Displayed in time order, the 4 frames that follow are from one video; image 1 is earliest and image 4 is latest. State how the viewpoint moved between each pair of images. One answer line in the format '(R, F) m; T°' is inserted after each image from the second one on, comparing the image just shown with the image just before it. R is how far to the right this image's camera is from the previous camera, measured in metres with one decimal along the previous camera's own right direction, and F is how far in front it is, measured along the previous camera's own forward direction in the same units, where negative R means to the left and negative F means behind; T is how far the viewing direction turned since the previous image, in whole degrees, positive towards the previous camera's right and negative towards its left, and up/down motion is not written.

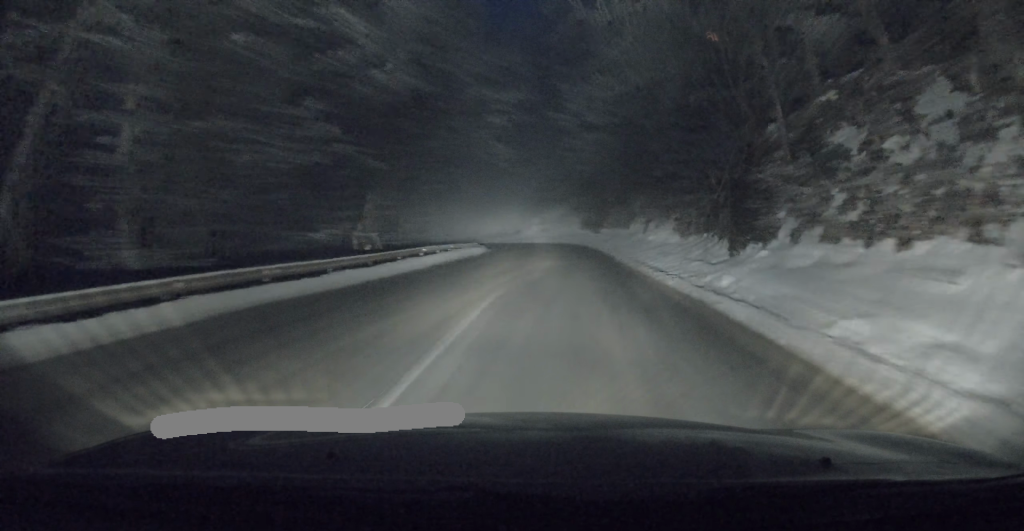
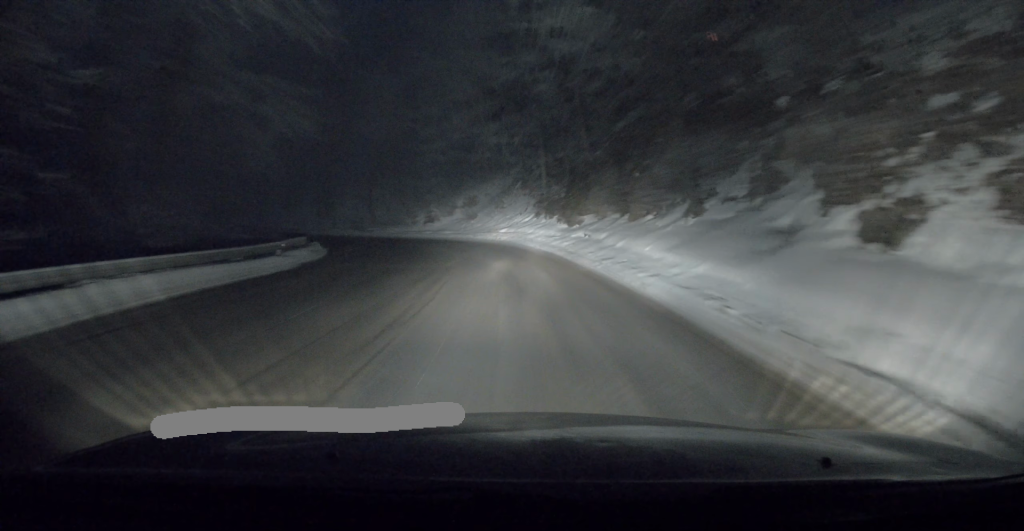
(+2.4, +28.3) m; +5°
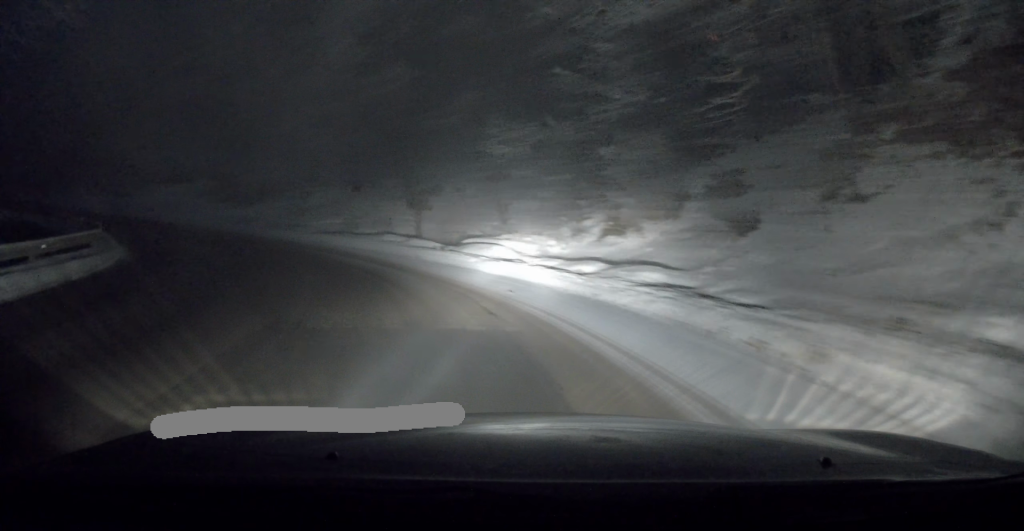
(-2.5, +28.3) m; -18°
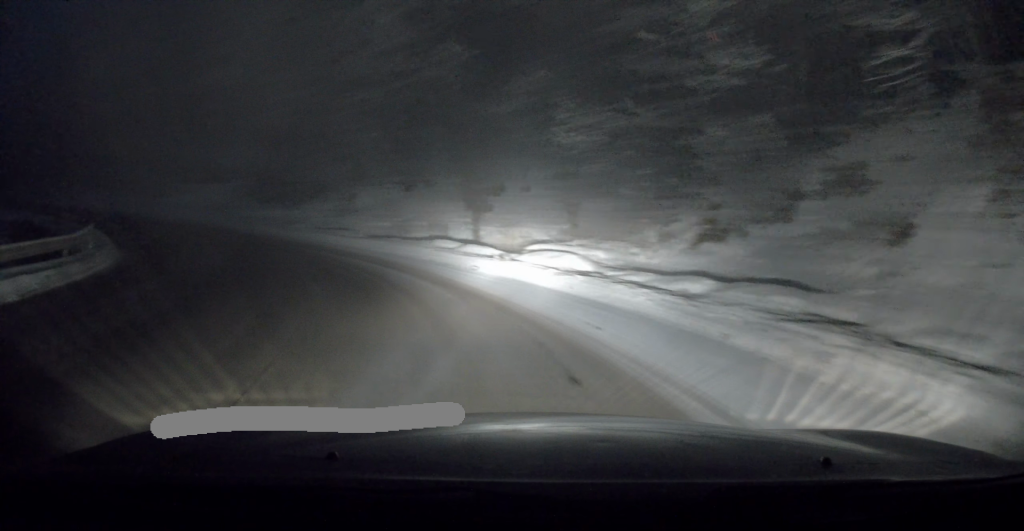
(-0.3, +3.4) m; -5°
